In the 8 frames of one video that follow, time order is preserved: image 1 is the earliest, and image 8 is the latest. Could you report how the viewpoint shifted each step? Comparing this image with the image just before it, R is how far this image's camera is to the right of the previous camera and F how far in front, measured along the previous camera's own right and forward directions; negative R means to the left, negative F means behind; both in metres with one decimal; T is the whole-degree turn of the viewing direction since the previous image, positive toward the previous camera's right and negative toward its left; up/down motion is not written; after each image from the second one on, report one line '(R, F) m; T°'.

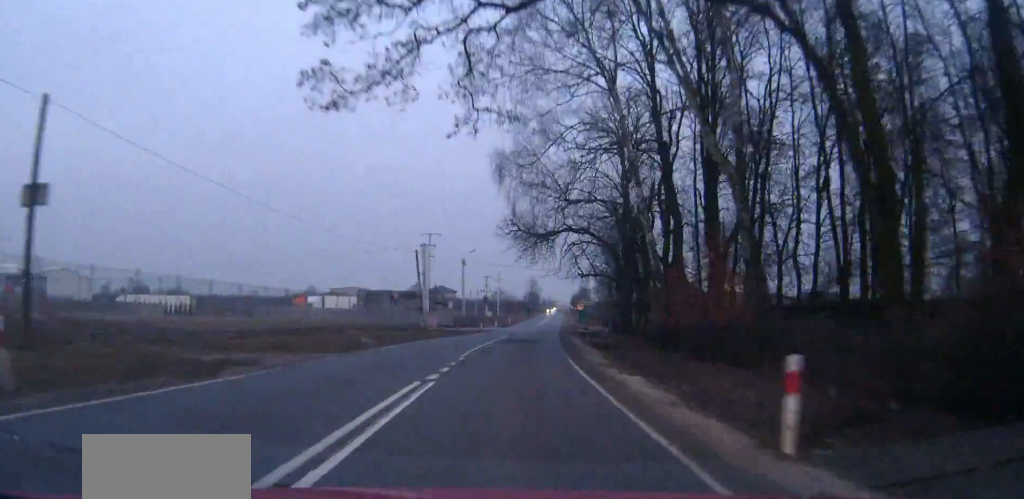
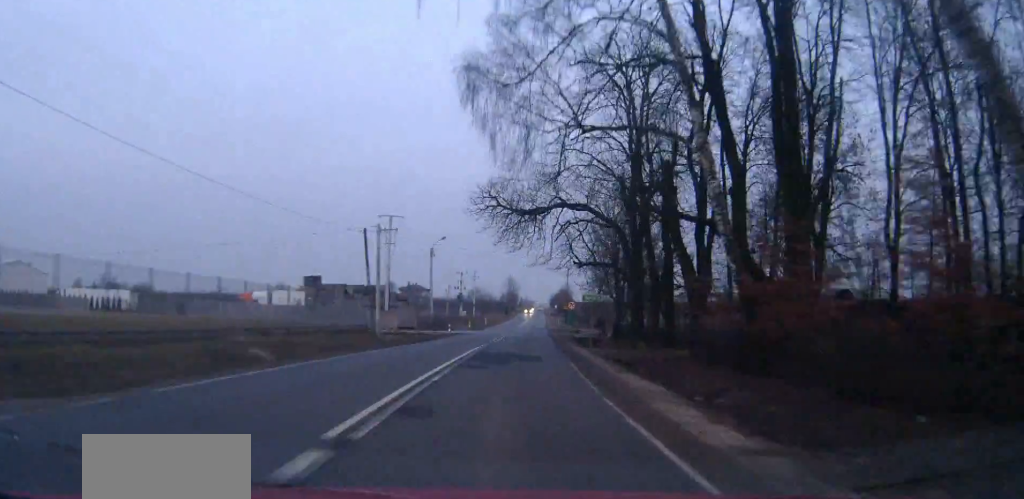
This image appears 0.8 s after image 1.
(+0.3, +14.7) m; +2°
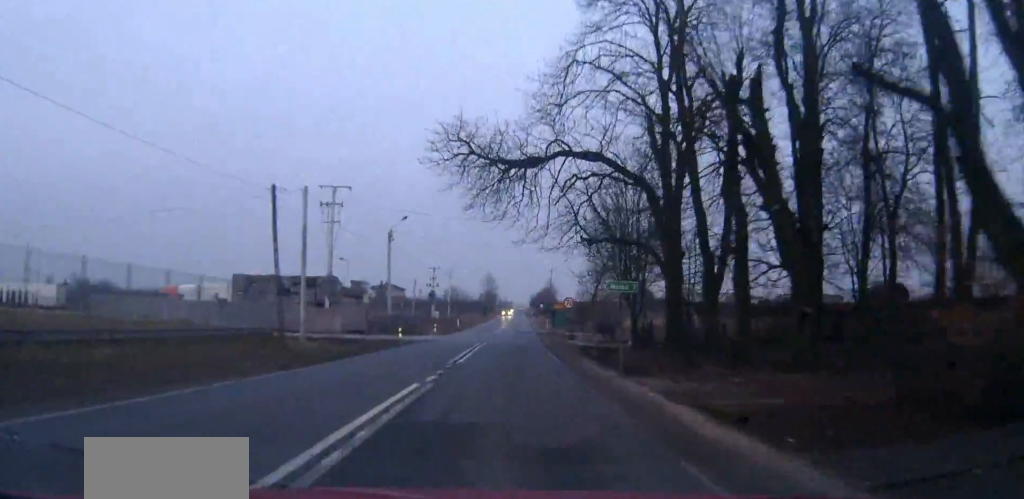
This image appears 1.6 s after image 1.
(+0.3, +16.5) m; +2°
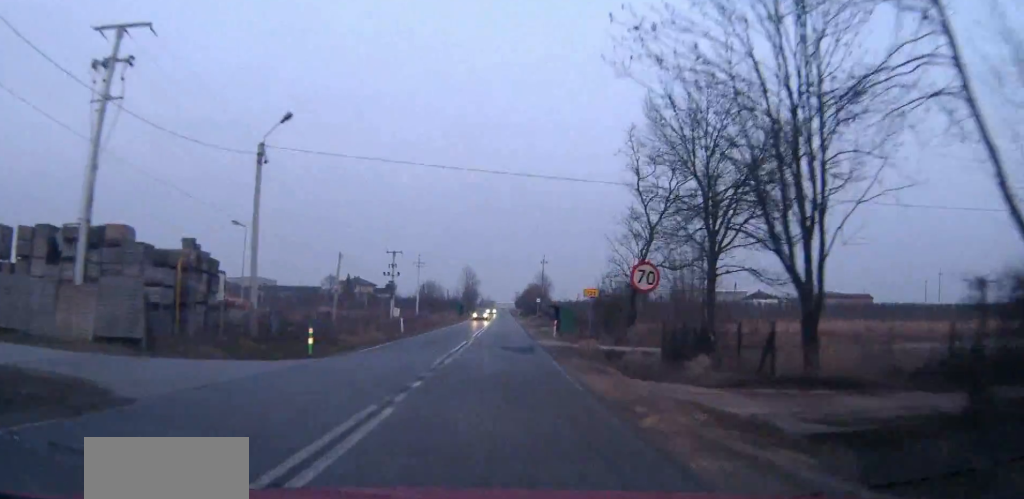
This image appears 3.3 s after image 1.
(+0.7, +32.0) m; +2°
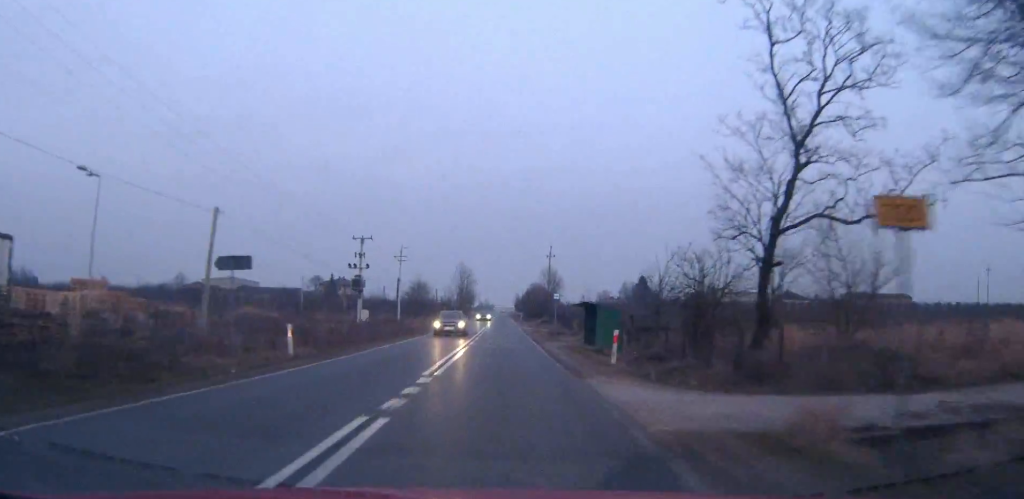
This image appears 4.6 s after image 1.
(+0.1, +23.4) m; 0°
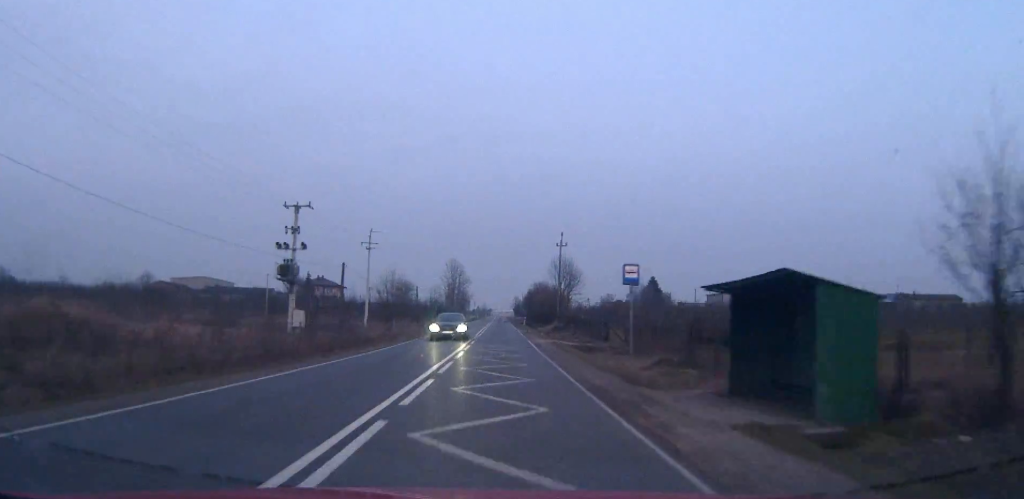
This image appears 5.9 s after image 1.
(0.0, +26.1) m; 0°
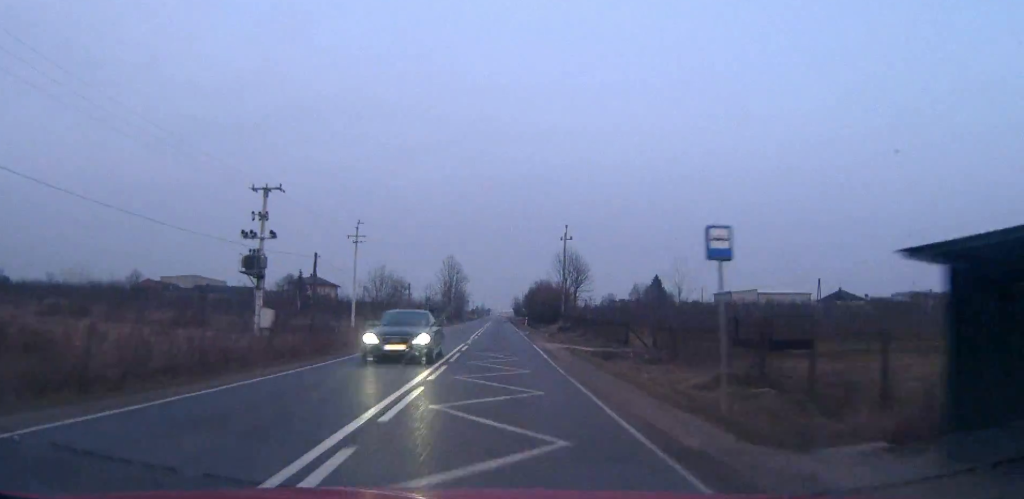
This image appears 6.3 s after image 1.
(0.0, +7.7) m; 0°
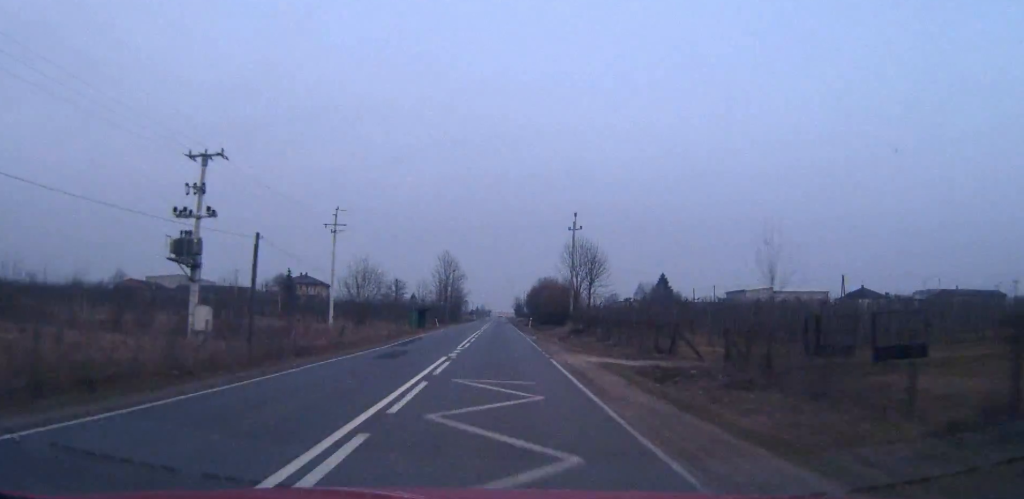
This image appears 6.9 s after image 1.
(0.0, +10.9) m; 0°
